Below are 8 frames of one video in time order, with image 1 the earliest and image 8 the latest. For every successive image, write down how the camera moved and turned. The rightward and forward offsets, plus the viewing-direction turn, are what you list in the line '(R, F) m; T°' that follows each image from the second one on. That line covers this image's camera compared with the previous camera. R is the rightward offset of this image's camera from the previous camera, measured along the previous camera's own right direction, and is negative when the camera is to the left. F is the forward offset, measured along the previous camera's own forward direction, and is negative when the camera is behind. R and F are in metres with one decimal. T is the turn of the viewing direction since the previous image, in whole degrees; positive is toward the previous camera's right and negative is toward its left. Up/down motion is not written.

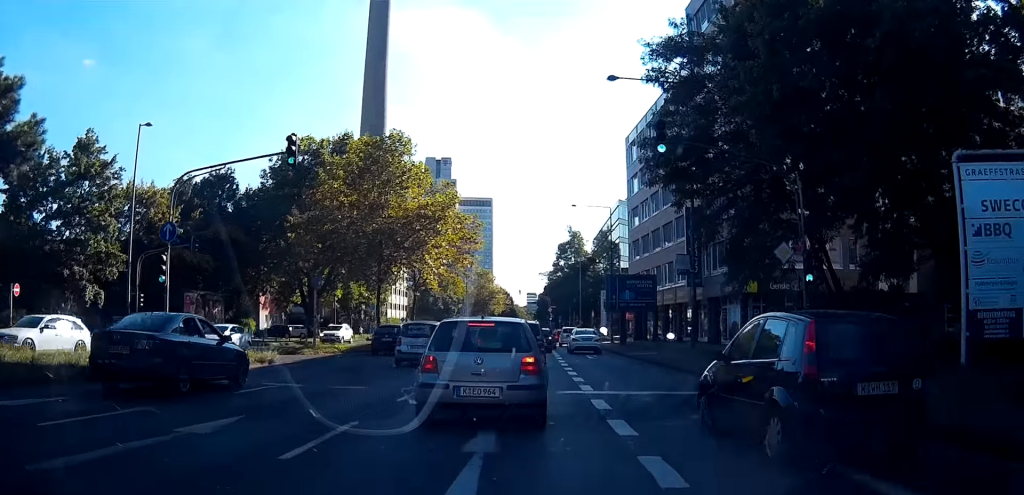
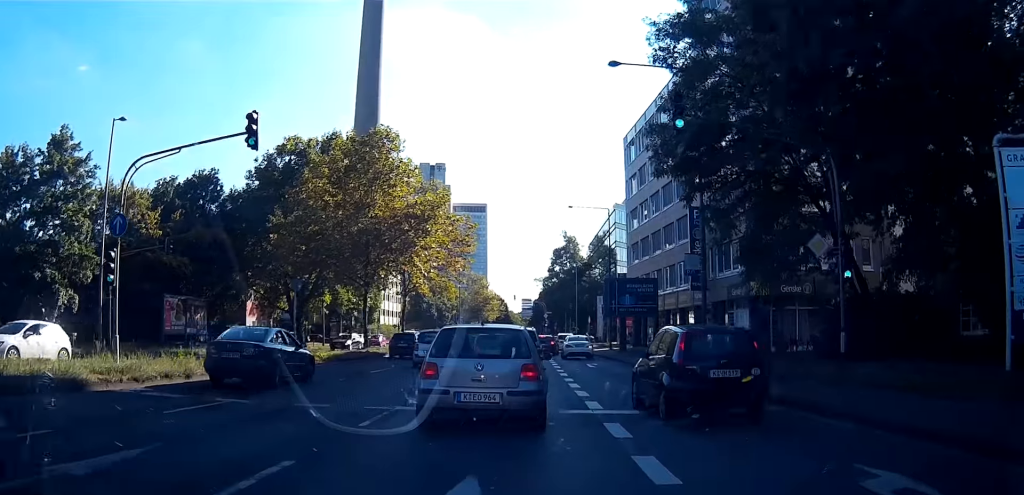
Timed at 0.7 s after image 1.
(-0.2, +3.5) m; -2°
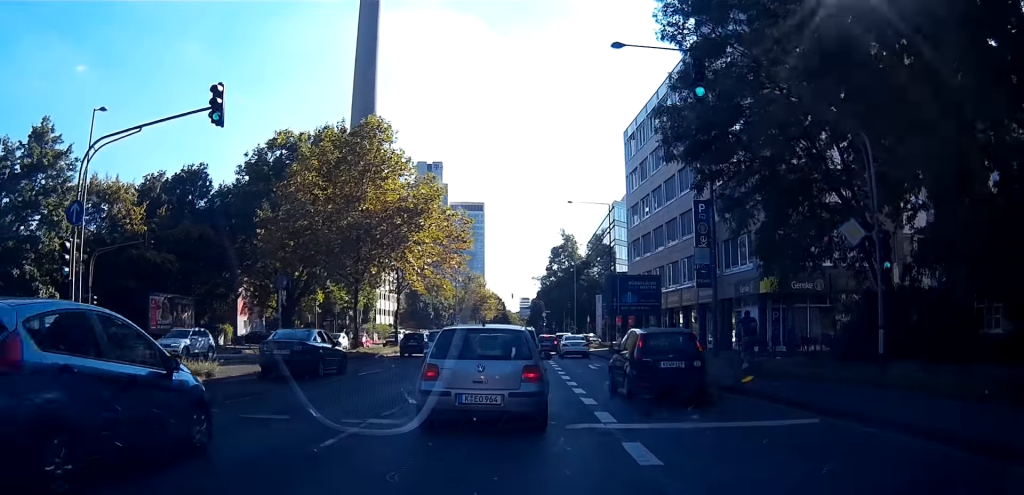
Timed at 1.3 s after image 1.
(0.0, +2.7) m; +1°
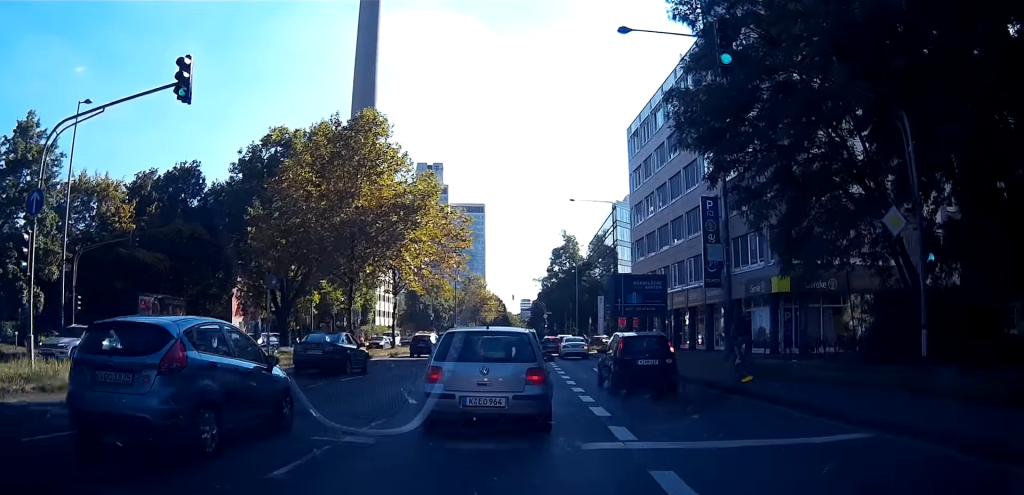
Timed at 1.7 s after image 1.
(0.0, +2.3) m; +2°
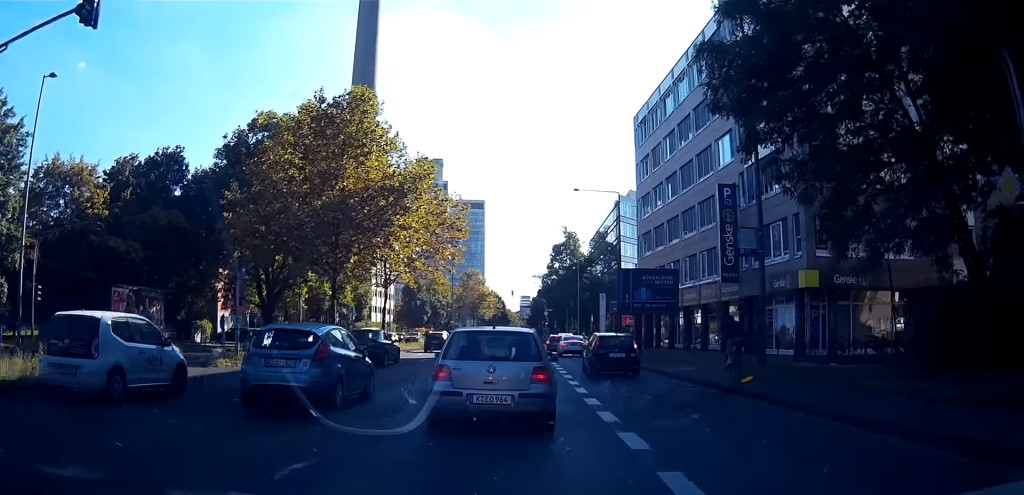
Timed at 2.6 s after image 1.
(+0.2, +5.0) m; 0°
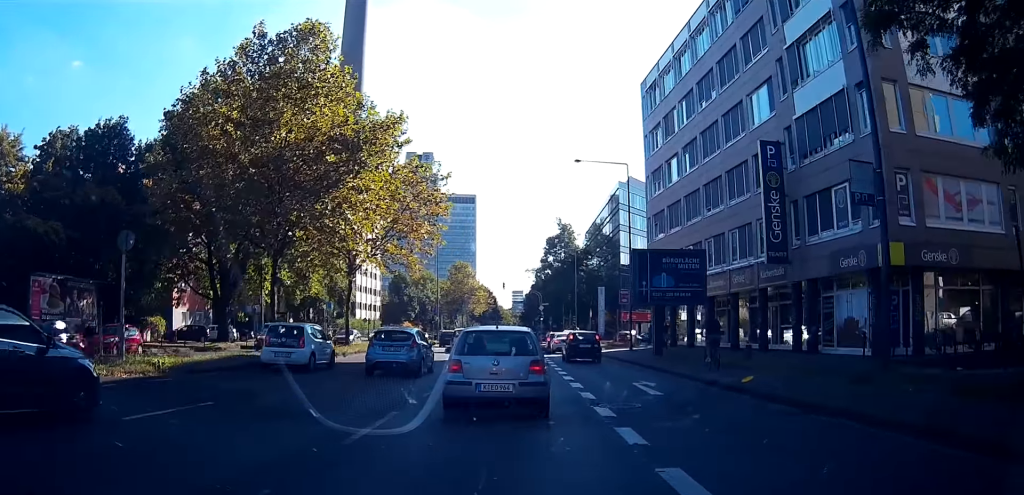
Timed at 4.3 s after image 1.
(-0.9, +12.3) m; -6°
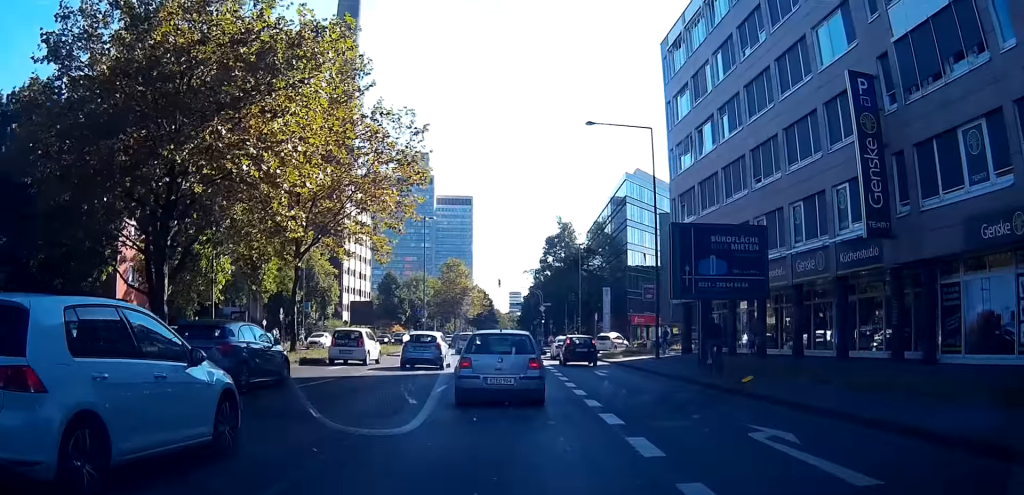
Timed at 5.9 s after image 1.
(+0.4, +13.7) m; +6°
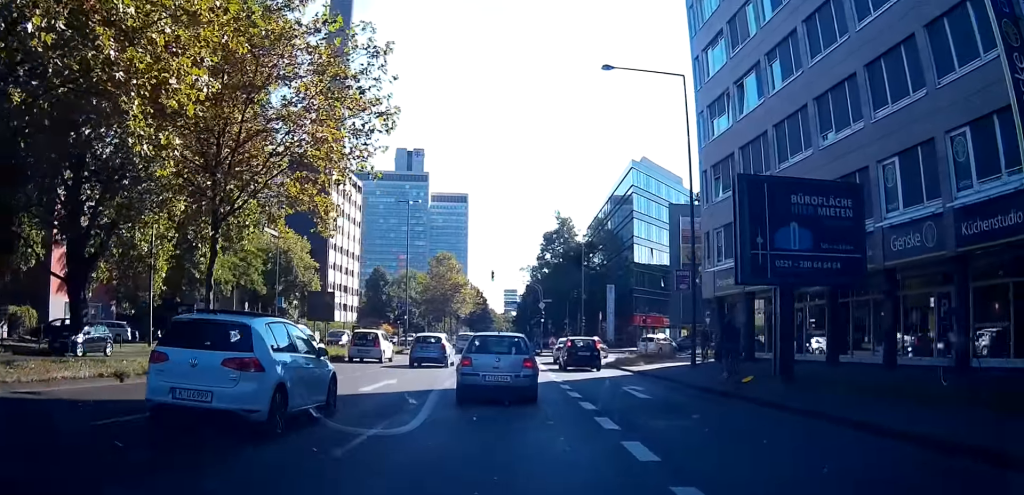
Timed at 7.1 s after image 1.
(+0.5, +11.1) m; +4°
